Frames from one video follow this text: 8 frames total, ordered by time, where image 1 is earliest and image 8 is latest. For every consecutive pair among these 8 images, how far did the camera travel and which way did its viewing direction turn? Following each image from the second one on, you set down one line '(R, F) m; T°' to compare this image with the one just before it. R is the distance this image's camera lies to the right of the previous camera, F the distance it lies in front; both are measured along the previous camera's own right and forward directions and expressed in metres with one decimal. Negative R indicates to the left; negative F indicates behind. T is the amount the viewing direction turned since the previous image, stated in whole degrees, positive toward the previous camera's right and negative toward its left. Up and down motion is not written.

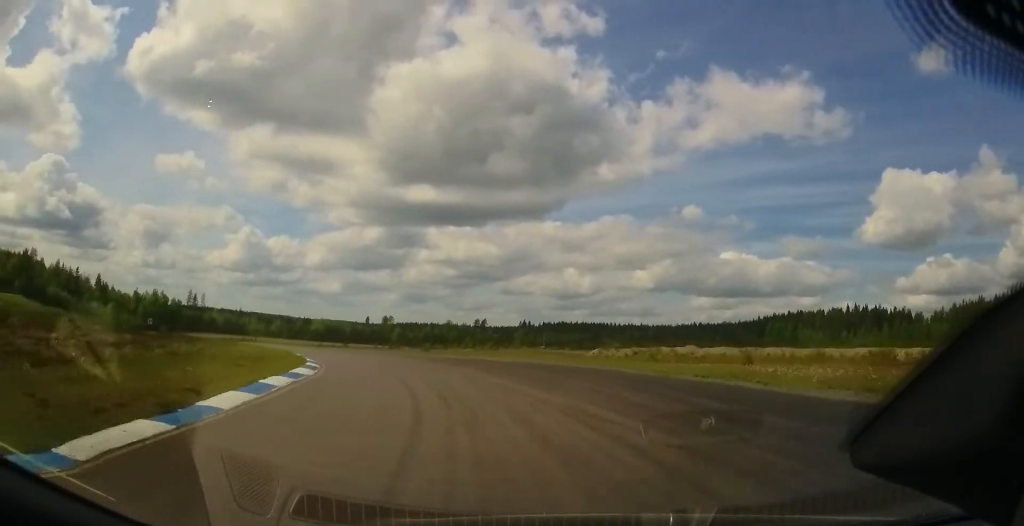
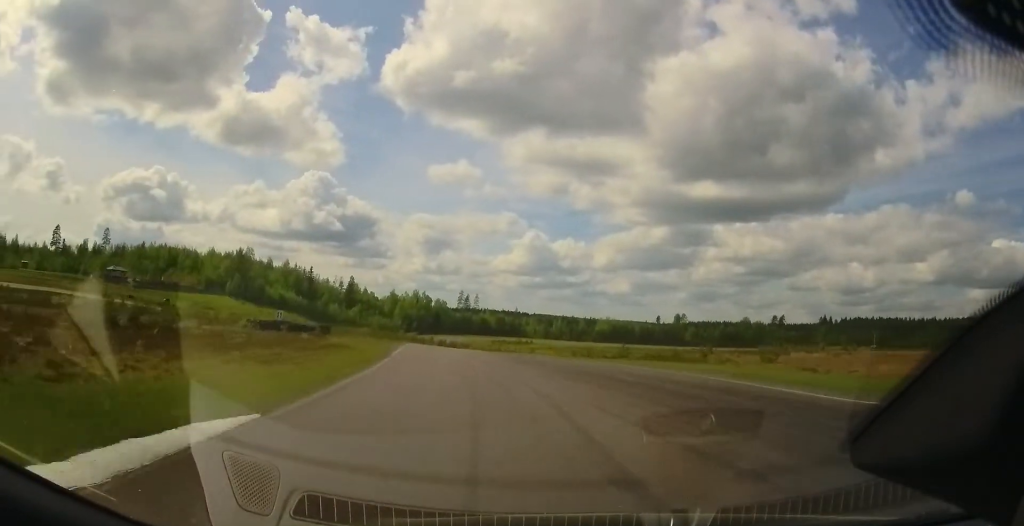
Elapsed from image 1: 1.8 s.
(-3.8, +37.6) m; -24°
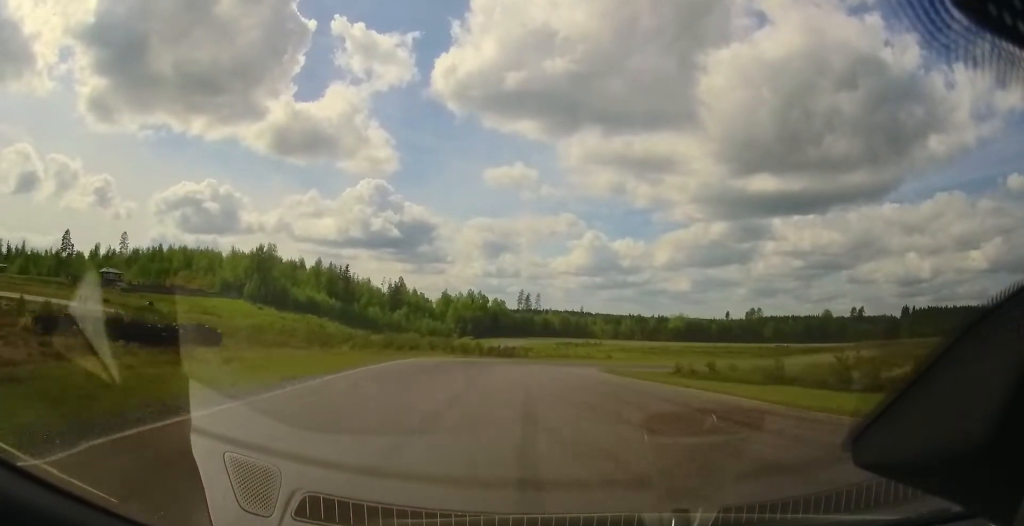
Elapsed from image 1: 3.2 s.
(-7.8, +30.0) m; -5°
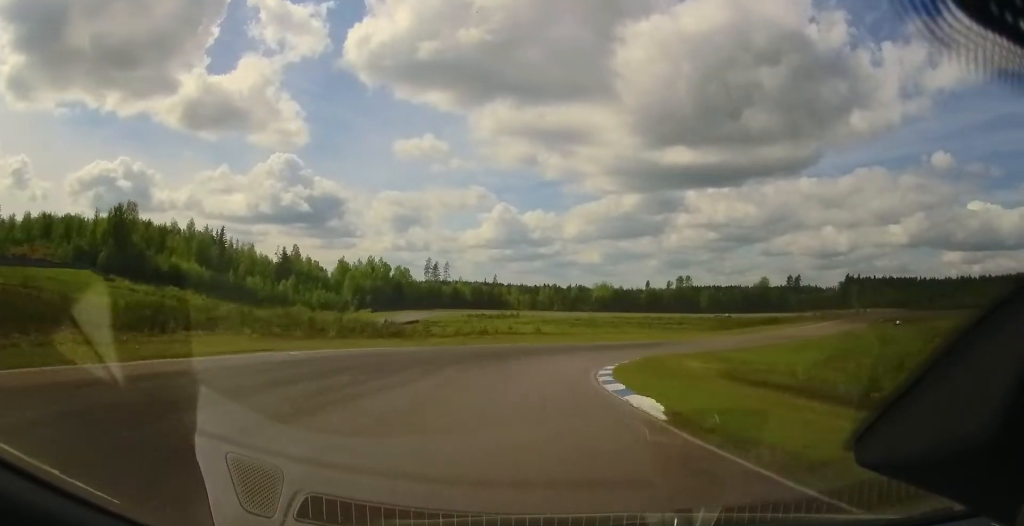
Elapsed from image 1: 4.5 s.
(+7.3, +28.7) m; +25°
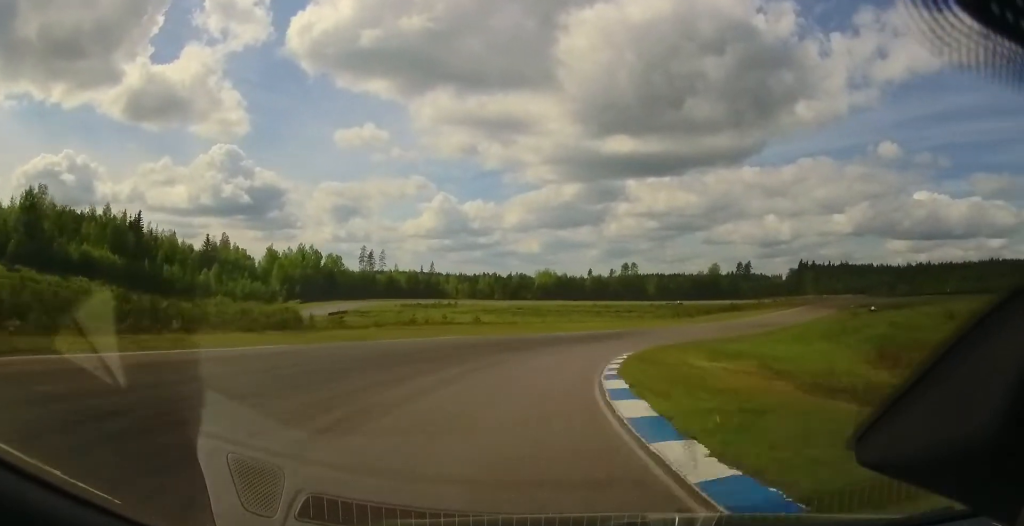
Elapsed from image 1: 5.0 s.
(+0.6, +13.8) m; +2°
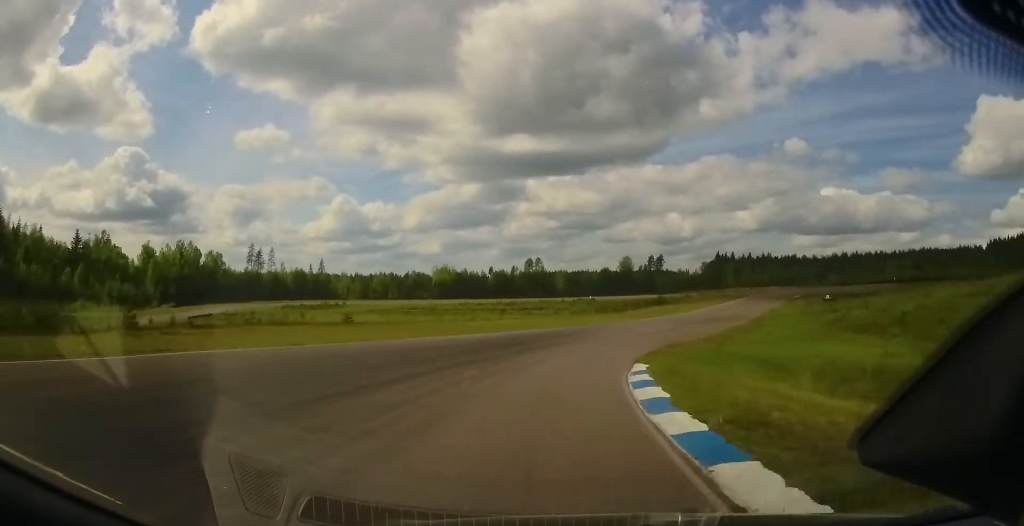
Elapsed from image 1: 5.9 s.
(+0.3, +21.5) m; +1°
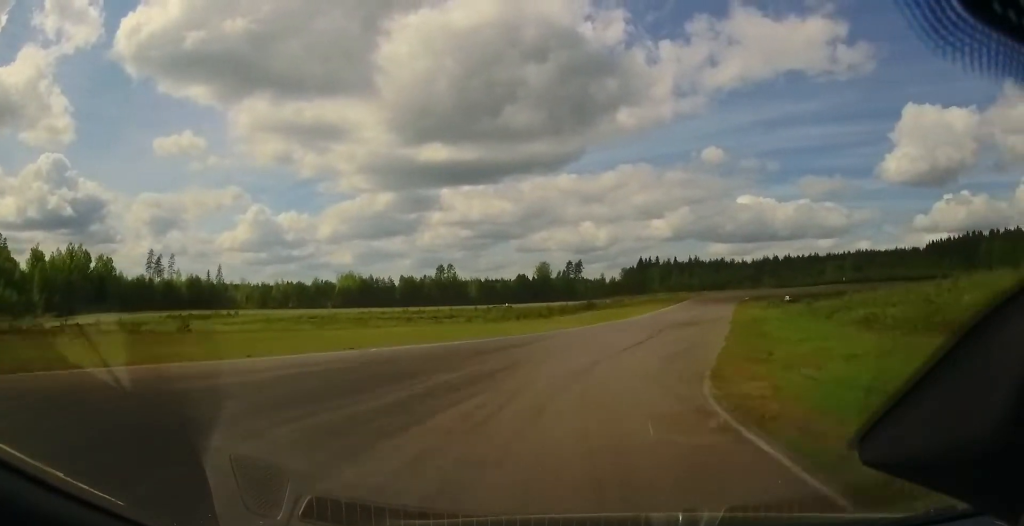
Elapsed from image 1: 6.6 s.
(0.0, +18.5) m; 0°
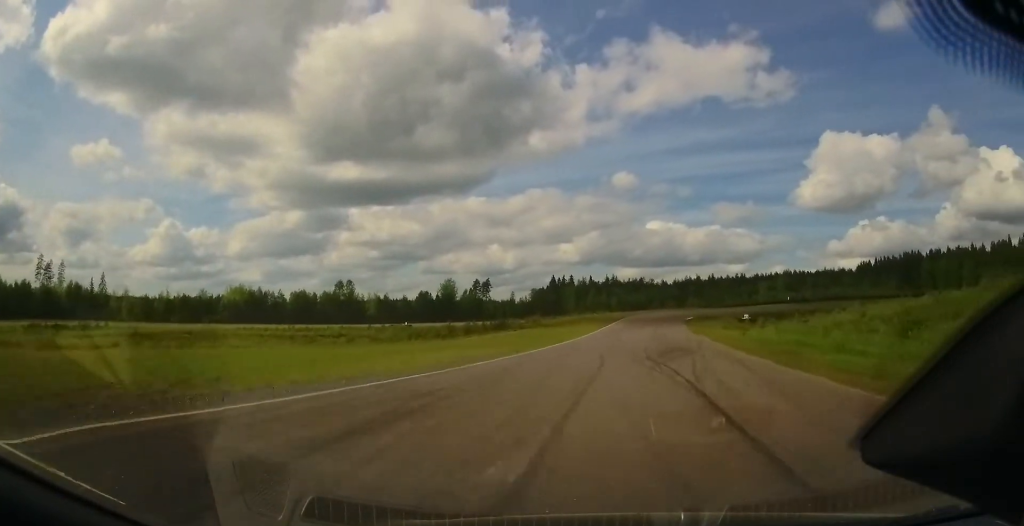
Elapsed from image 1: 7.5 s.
(0.0, +21.4) m; 0°
